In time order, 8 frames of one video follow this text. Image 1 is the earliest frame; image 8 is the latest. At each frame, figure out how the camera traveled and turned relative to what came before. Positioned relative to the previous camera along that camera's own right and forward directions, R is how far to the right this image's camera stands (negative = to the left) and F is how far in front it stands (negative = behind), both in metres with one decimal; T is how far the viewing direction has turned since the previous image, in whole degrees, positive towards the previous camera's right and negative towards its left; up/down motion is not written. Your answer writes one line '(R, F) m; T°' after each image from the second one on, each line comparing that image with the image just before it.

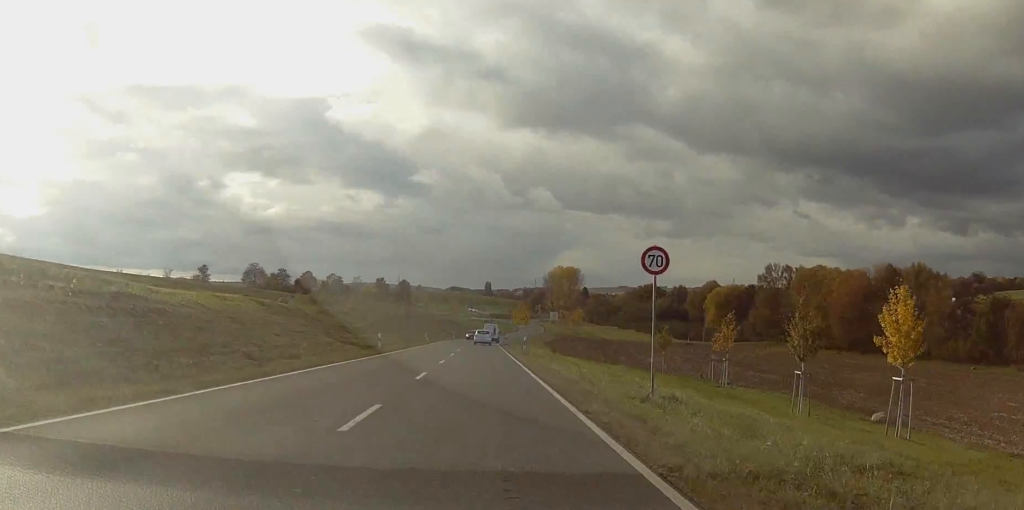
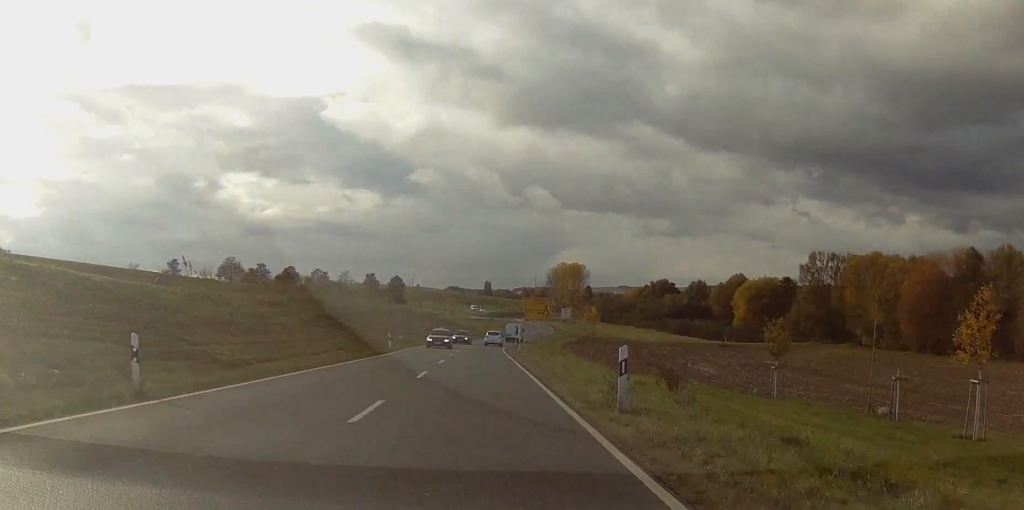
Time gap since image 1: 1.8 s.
(-0.2, +35.2) m; 0°
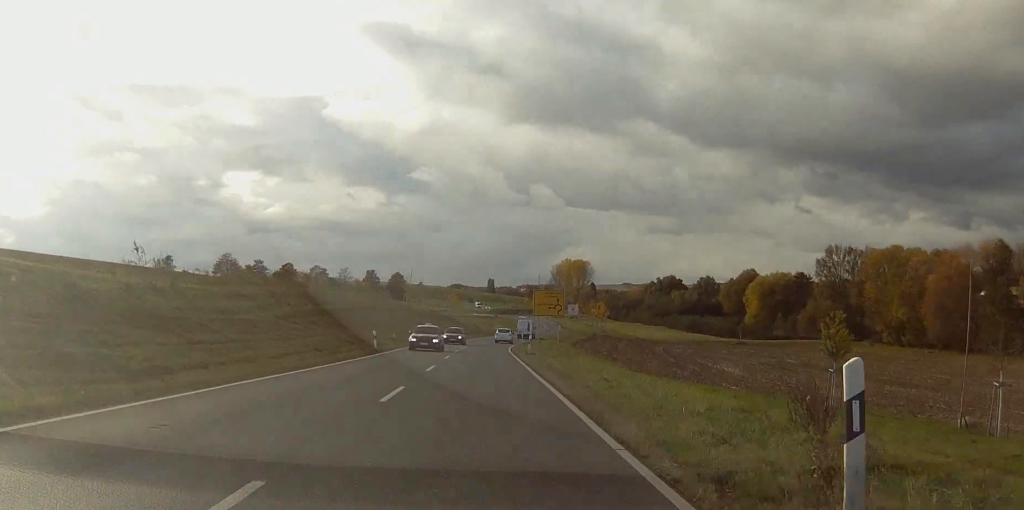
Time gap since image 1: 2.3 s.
(0.0, +9.0) m; 0°
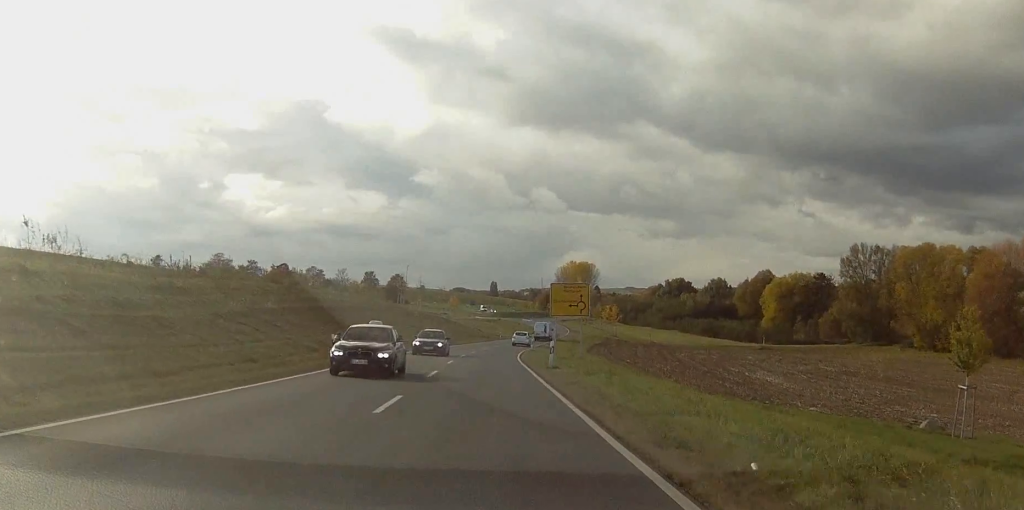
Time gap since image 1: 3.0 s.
(+0.3, +13.4) m; 0°
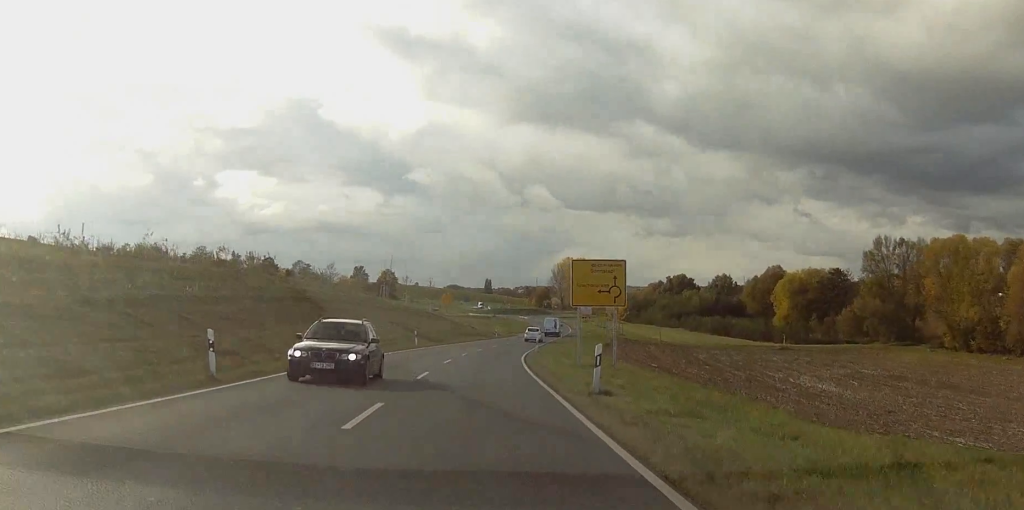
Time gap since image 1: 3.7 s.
(-0.1, +14.5) m; 0°
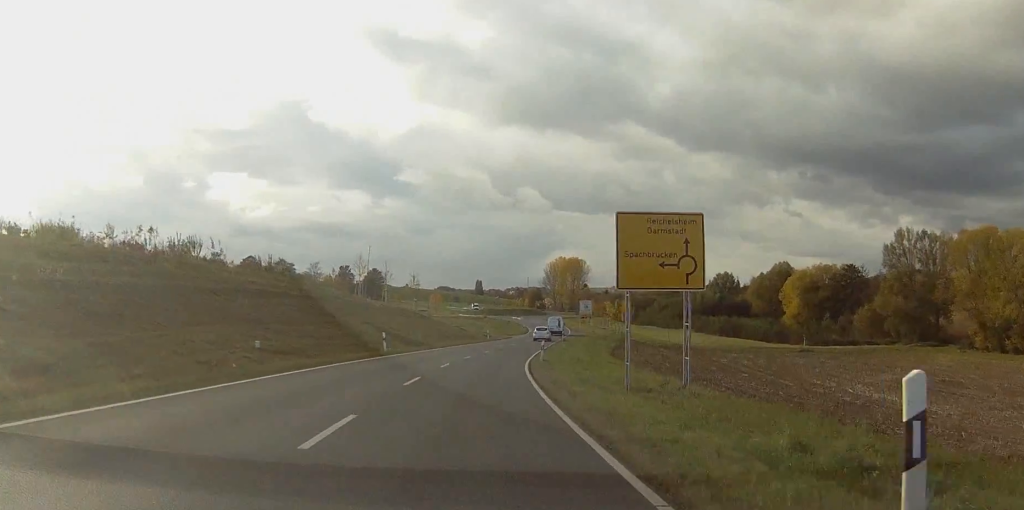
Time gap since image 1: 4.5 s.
(0.0, +13.8) m; 0°
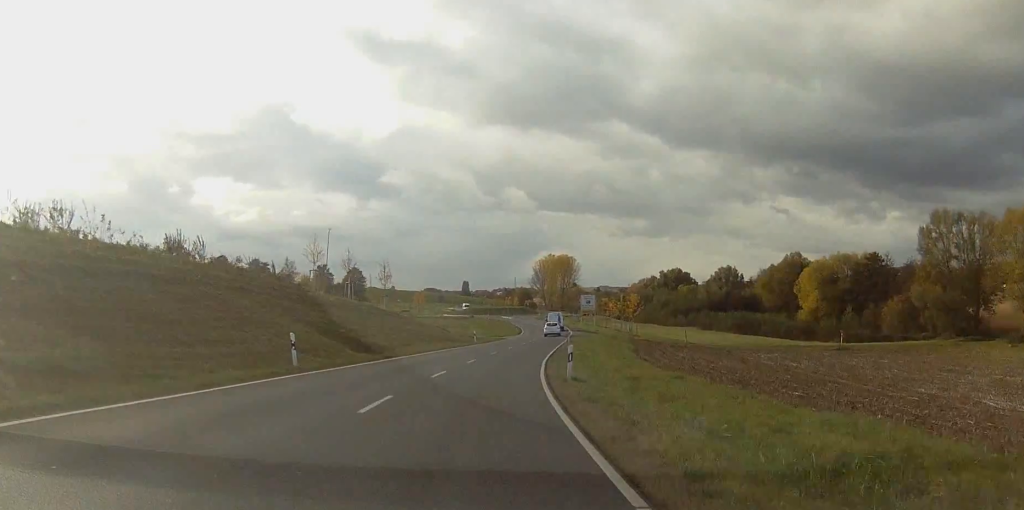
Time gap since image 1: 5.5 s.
(+0.3, +19.3) m; +1°
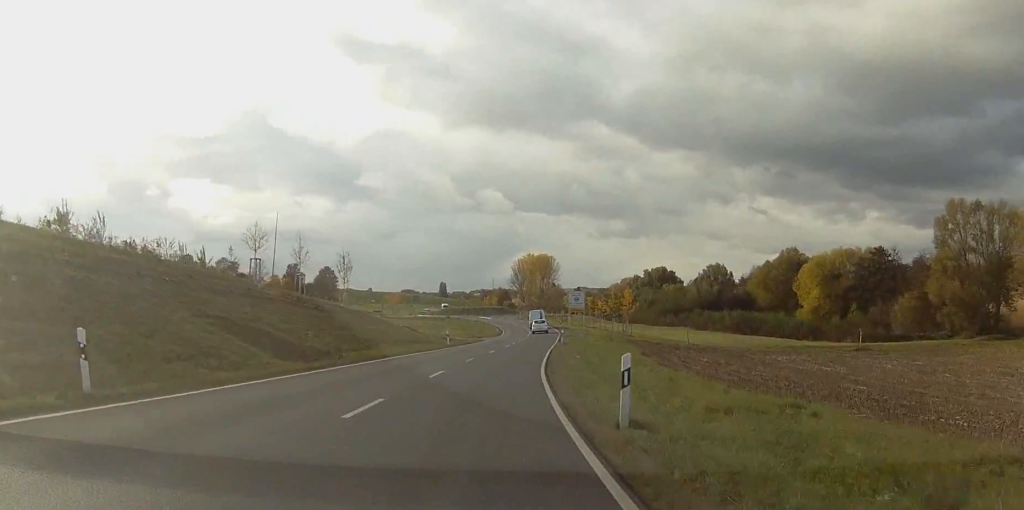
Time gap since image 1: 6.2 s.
(0.0, +13.0) m; 0°
